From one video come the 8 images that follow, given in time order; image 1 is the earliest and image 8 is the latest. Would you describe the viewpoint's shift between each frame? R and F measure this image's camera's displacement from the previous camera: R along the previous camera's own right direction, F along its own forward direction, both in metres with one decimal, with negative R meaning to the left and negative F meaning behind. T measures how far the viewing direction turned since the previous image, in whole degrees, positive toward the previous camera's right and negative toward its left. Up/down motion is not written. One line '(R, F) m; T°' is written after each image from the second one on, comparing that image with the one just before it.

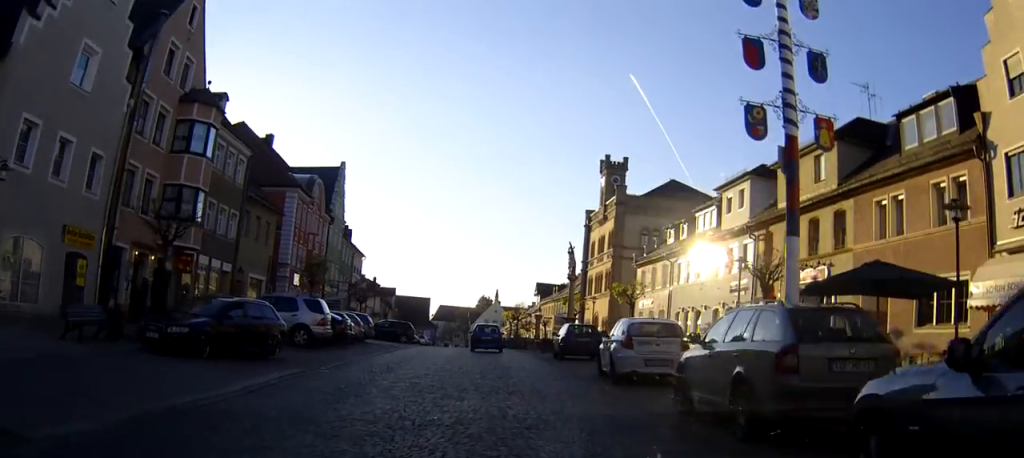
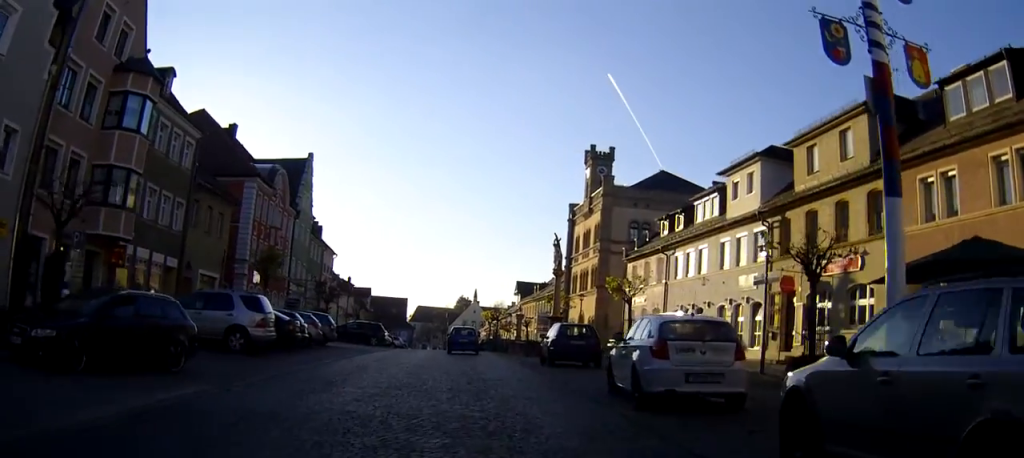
(+0.2, +4.5) m; +1°
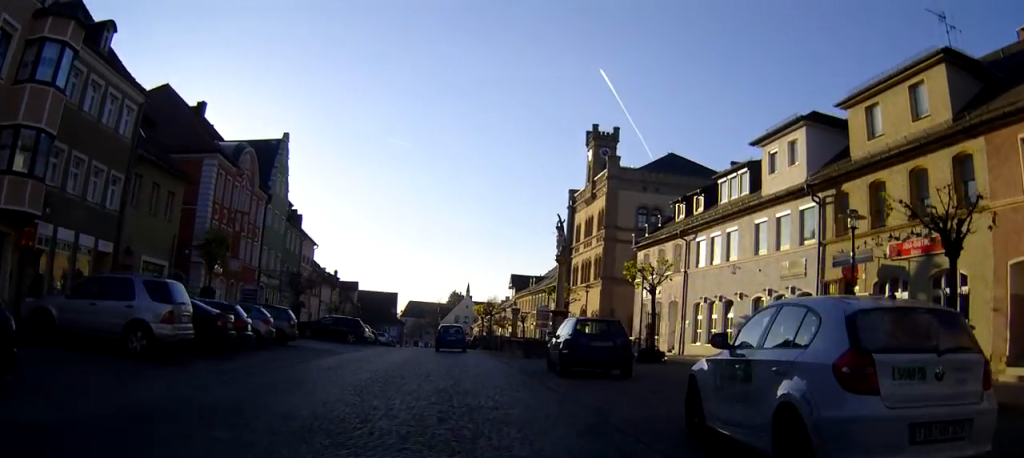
(0.0, +5.9) m; 0°
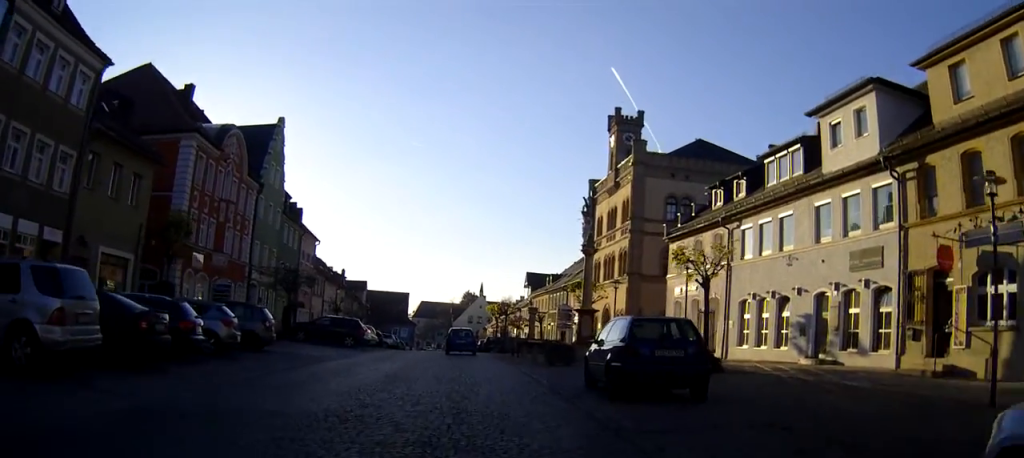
(-0.1, +4.9) m; -1°
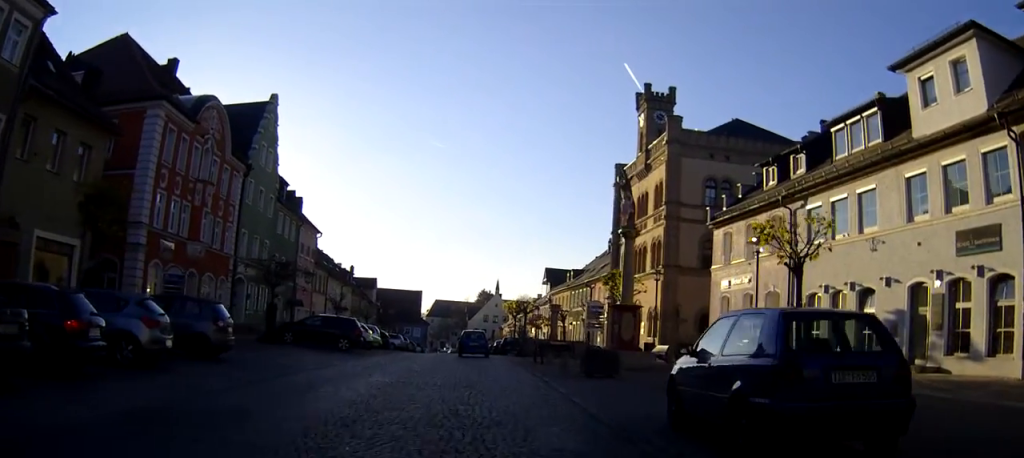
(0.0, +5.6) m; -1°
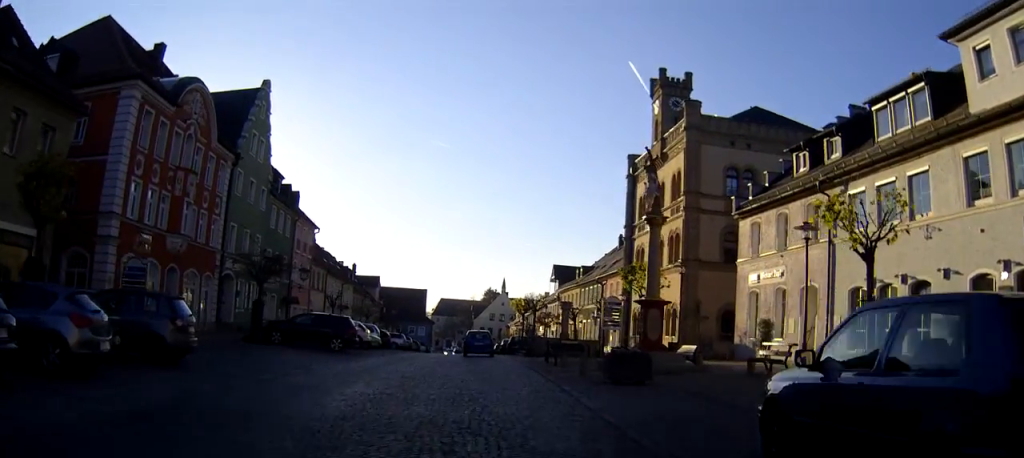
(-0.1, +3.0) m; 0°
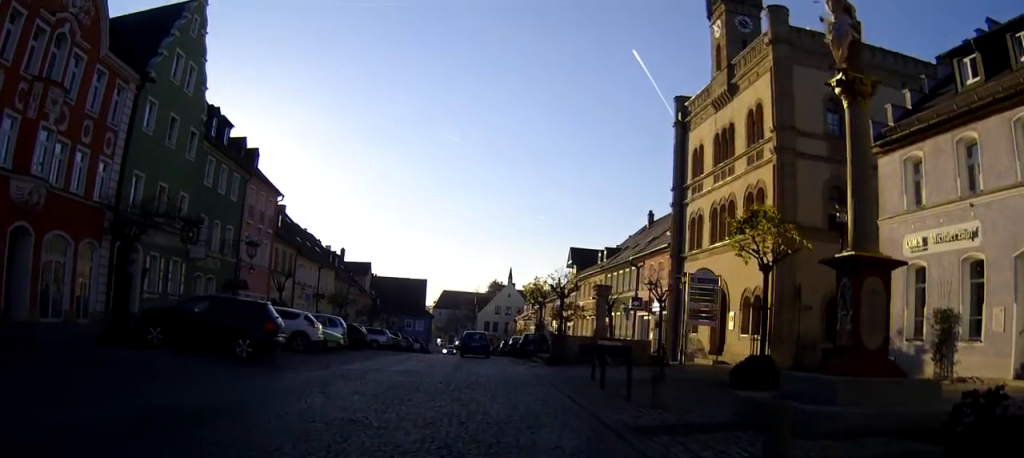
(+0.1, +12.9) m; 0°
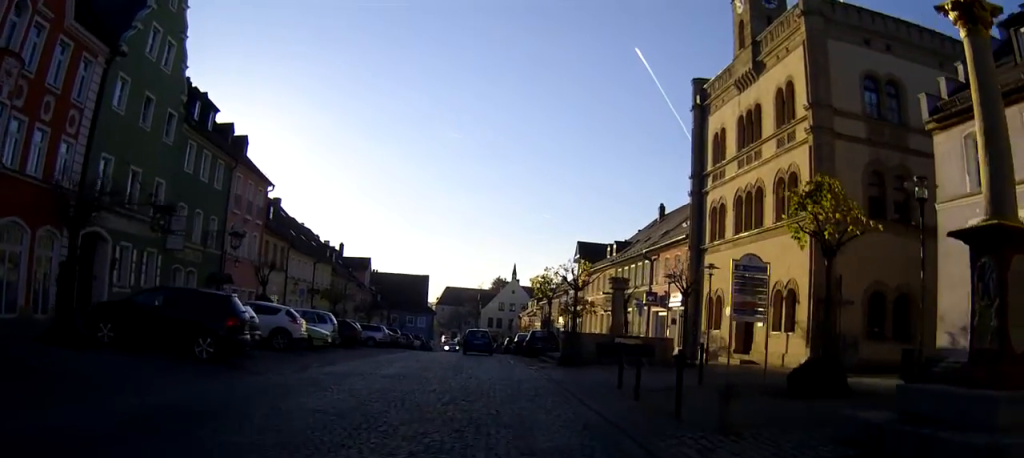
(0.0, +3.2) m; 0°
